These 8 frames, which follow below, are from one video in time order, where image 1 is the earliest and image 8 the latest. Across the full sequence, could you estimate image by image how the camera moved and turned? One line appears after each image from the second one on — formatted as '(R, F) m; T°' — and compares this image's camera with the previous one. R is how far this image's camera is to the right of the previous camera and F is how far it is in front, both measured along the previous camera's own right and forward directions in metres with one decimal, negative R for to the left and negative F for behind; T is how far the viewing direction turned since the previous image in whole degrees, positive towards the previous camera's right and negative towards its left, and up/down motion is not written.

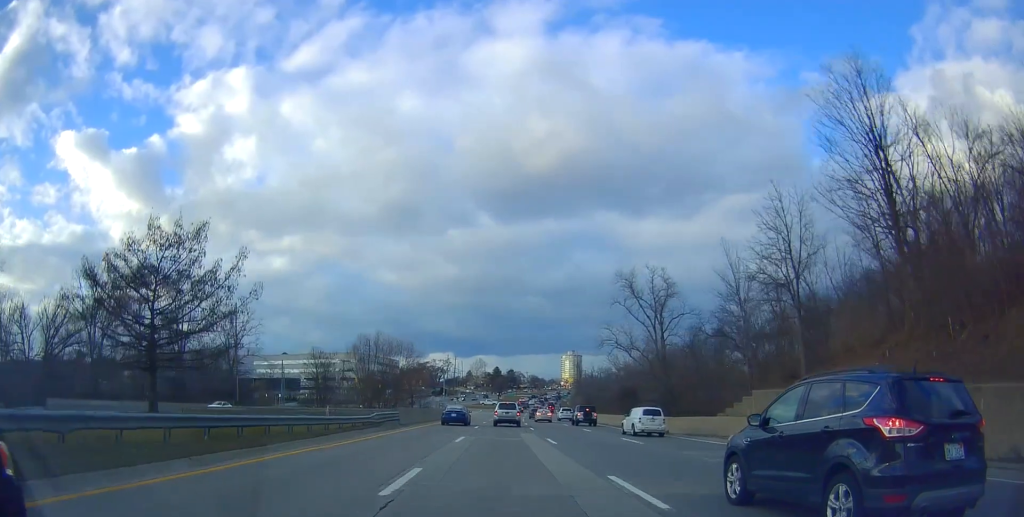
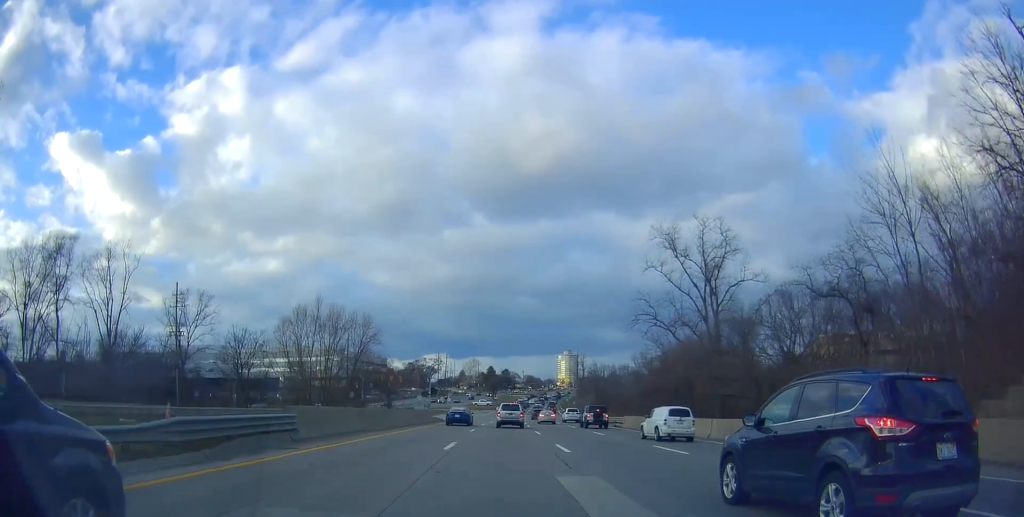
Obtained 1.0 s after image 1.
(+0.1, +20.3) m; +2°
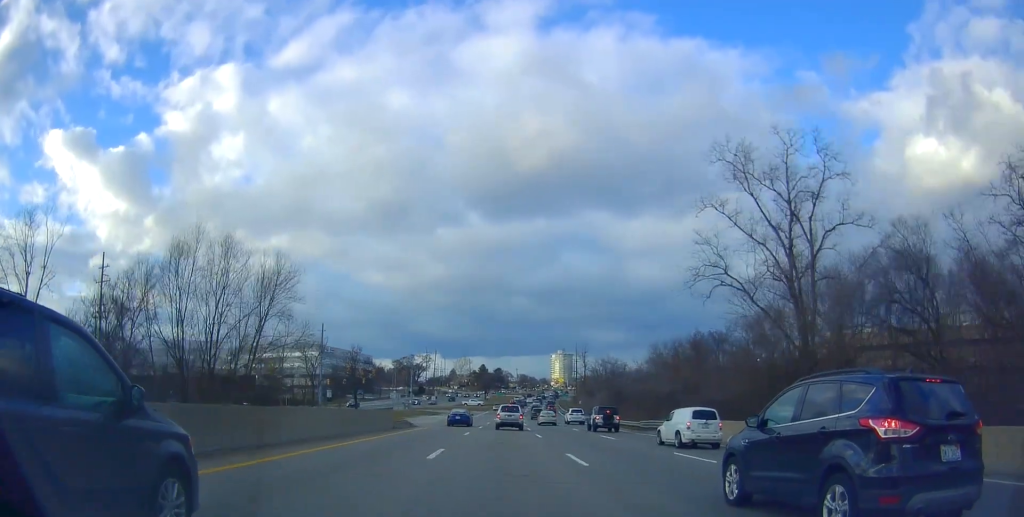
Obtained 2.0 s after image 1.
(+0.4, +18.2) m; +1°
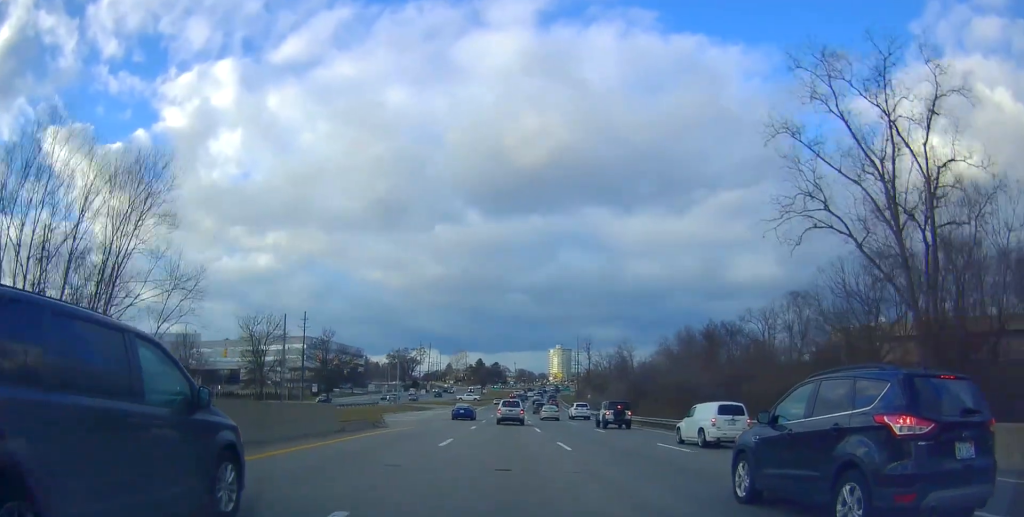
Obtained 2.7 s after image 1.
(0.0, +12.3) m; 0°
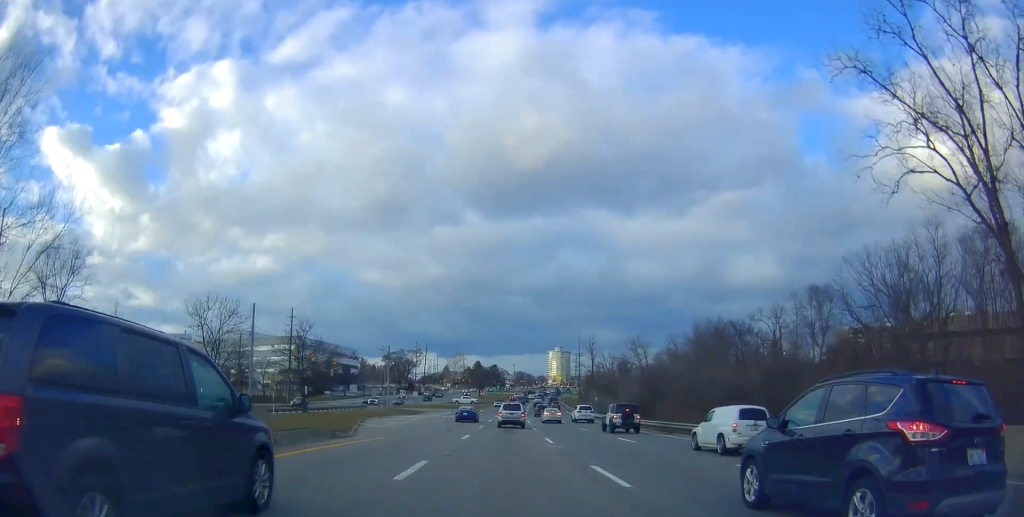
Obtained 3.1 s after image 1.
(-0.1, +7.9) m; 0°
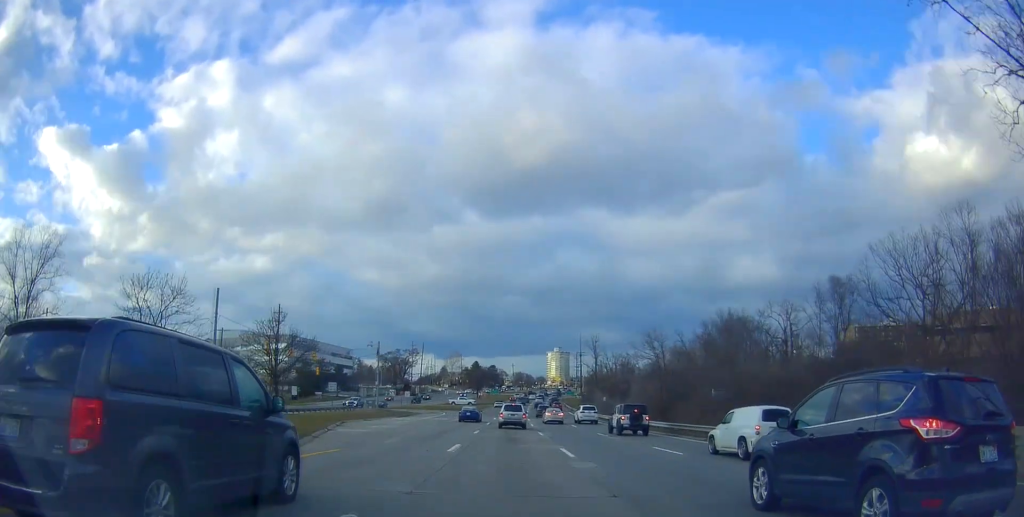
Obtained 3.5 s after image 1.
(0.0, +7.2) m; 0°
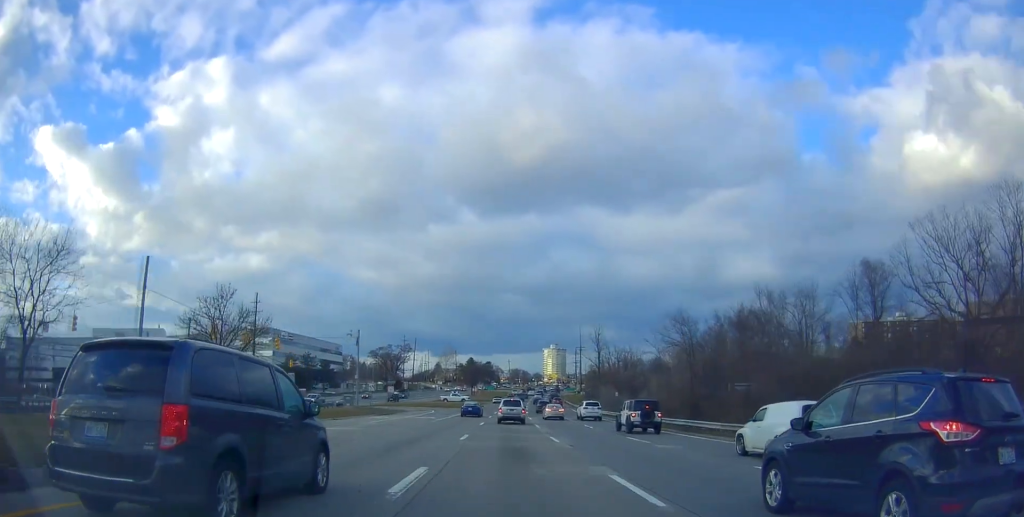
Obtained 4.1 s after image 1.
(+0.2, +10.2) m; 0°
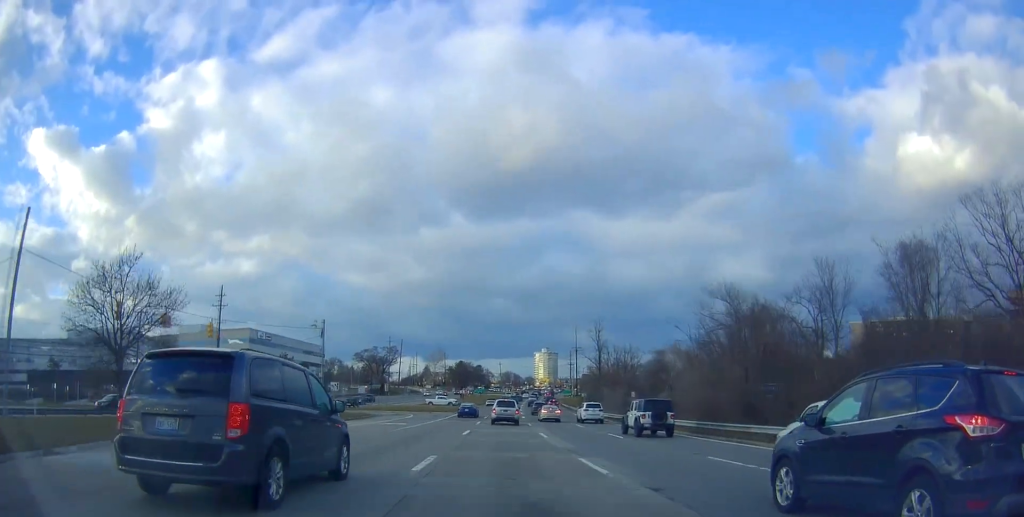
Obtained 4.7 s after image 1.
(-0.2, +11.8) m; 0°
